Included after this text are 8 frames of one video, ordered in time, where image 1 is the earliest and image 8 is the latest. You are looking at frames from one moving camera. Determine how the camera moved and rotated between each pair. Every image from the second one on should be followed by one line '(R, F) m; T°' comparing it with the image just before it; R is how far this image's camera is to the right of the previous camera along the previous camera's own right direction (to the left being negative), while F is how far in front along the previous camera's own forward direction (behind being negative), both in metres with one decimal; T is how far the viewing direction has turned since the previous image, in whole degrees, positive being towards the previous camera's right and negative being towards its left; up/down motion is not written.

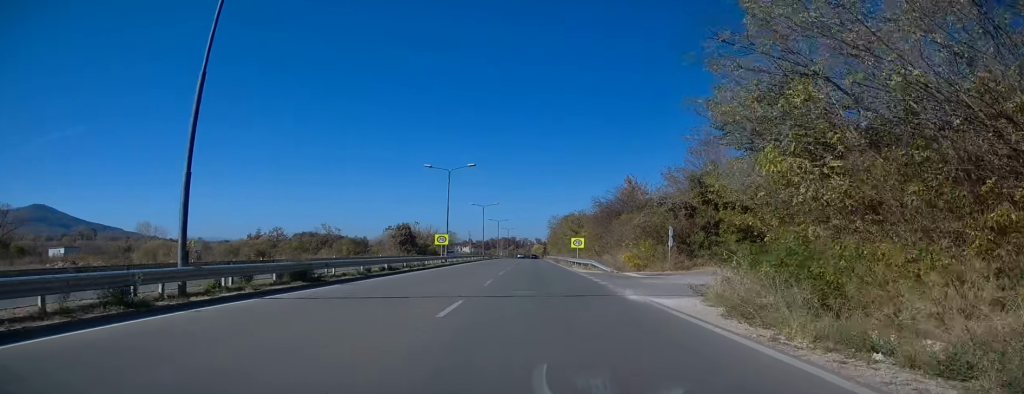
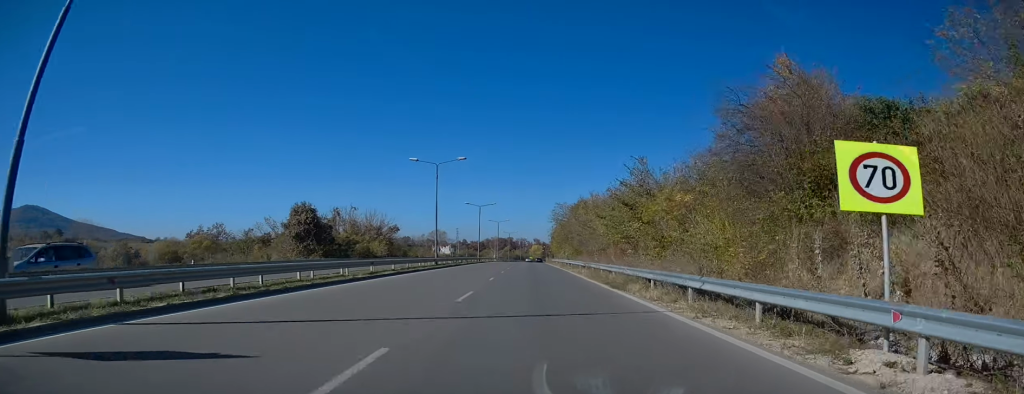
(-0.1, +41.8) m; 0°
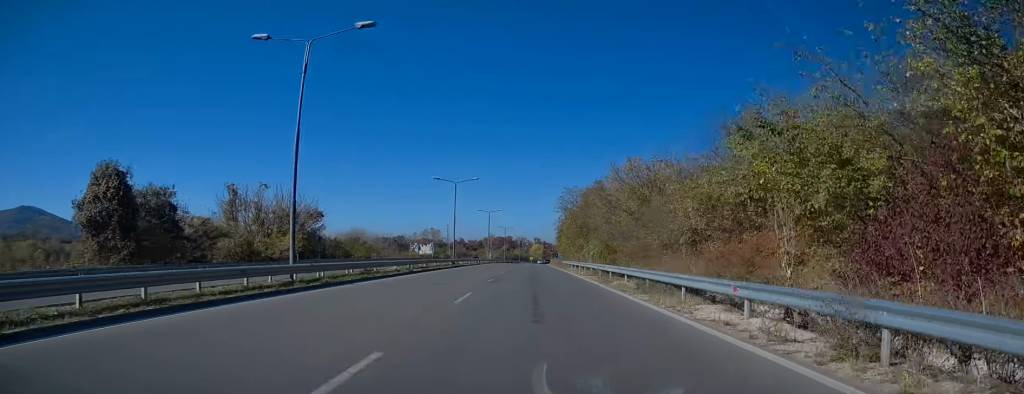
(-0.1, +27.1) m; +1°
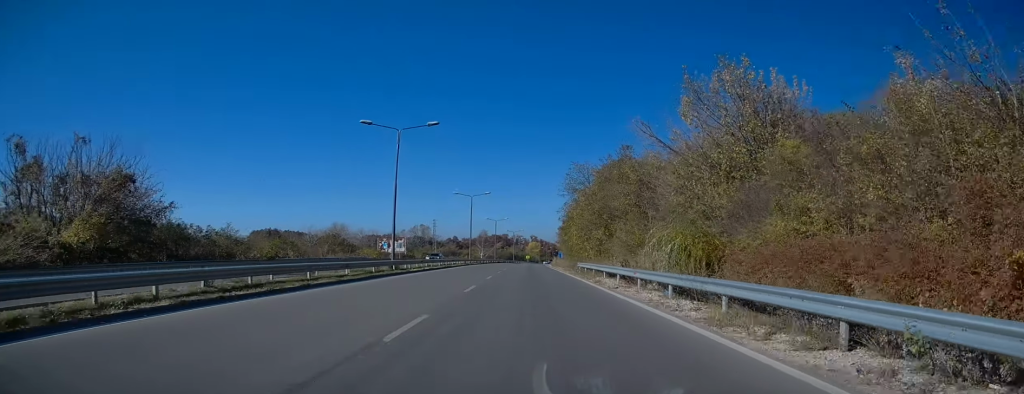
(+0.3, +23.0) m; 0°
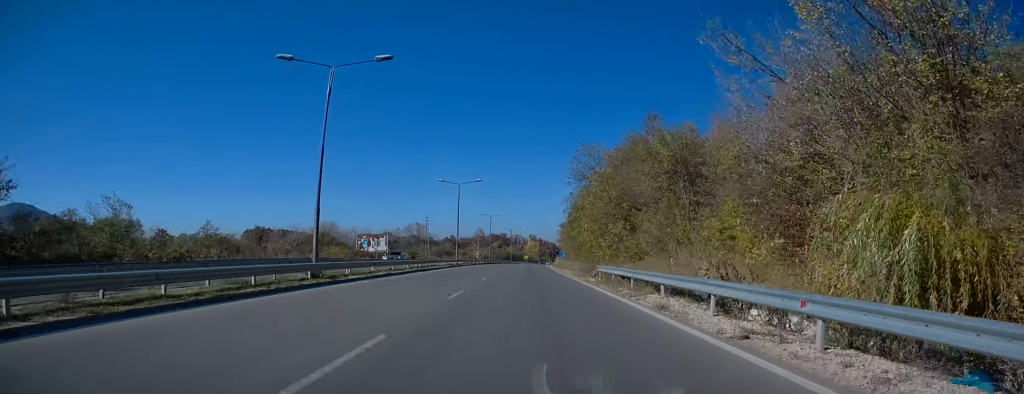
(-0.3, +11.3) m; 0°
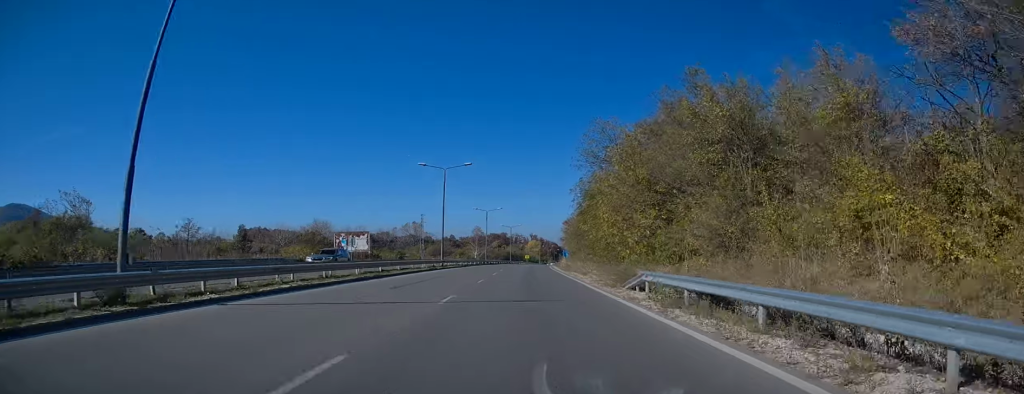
(0.0, +10.2) m; 0°
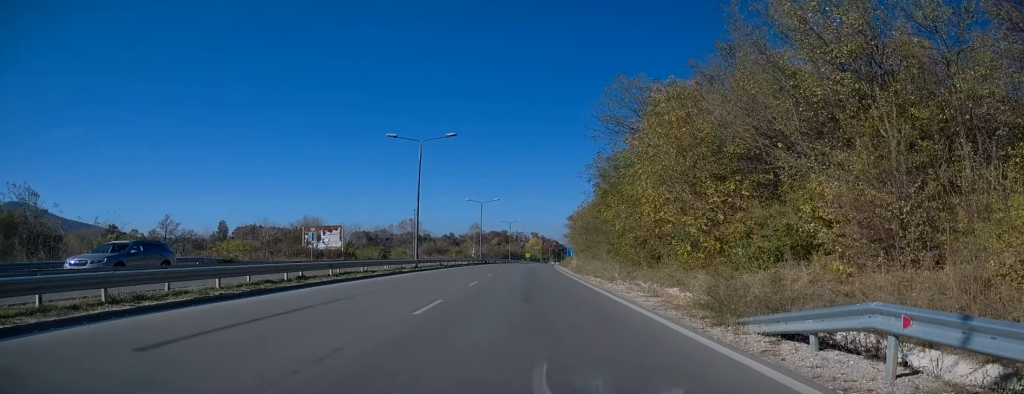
(+0.1, +10.9) m; 0°
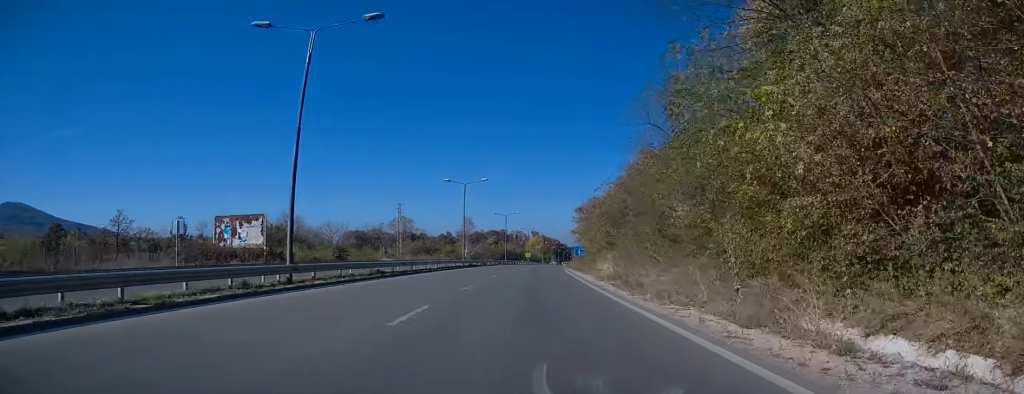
(0.0, +19.0) m; 0°
